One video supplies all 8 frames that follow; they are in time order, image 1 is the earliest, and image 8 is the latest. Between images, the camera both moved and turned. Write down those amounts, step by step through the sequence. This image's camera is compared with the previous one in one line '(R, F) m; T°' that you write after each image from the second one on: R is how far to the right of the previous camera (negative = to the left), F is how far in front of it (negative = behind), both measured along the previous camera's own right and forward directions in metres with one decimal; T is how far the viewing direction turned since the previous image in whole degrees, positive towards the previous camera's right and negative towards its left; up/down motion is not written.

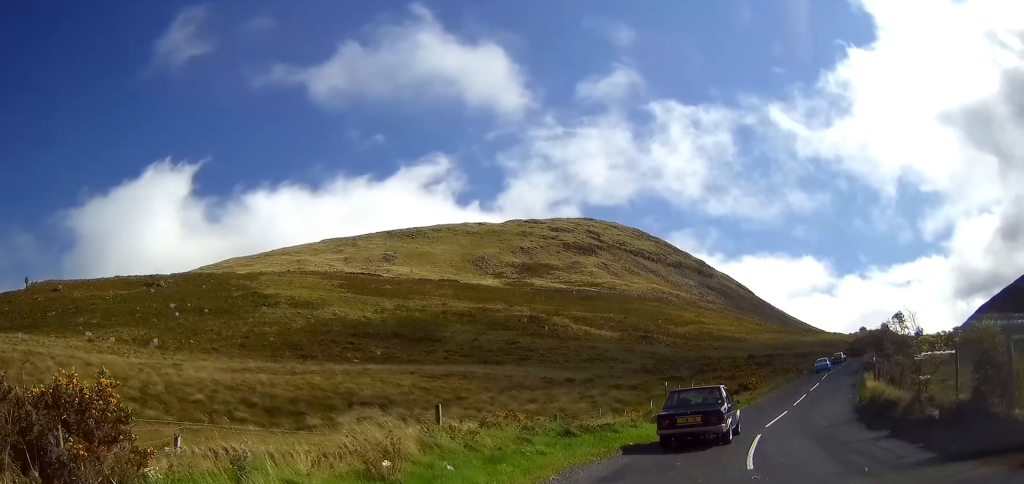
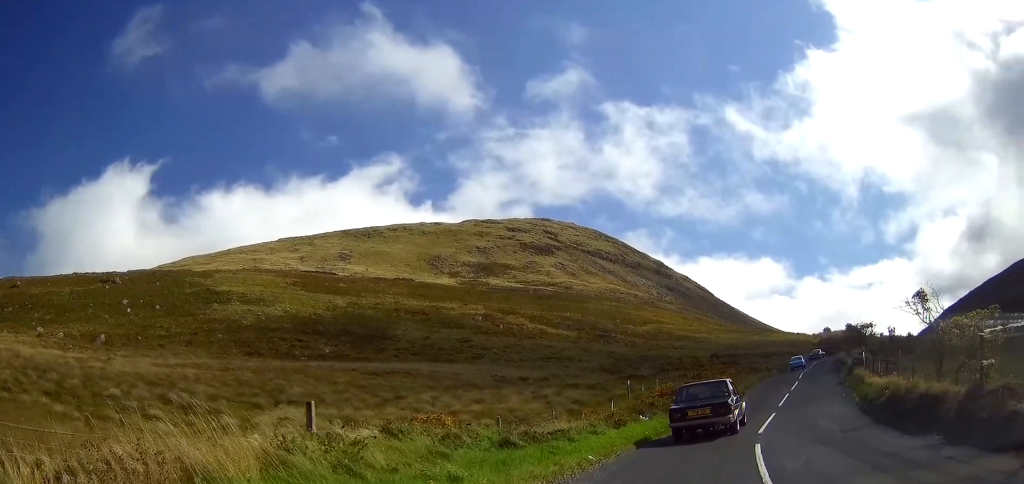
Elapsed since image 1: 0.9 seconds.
(+0.2, +4.1) m; +6°
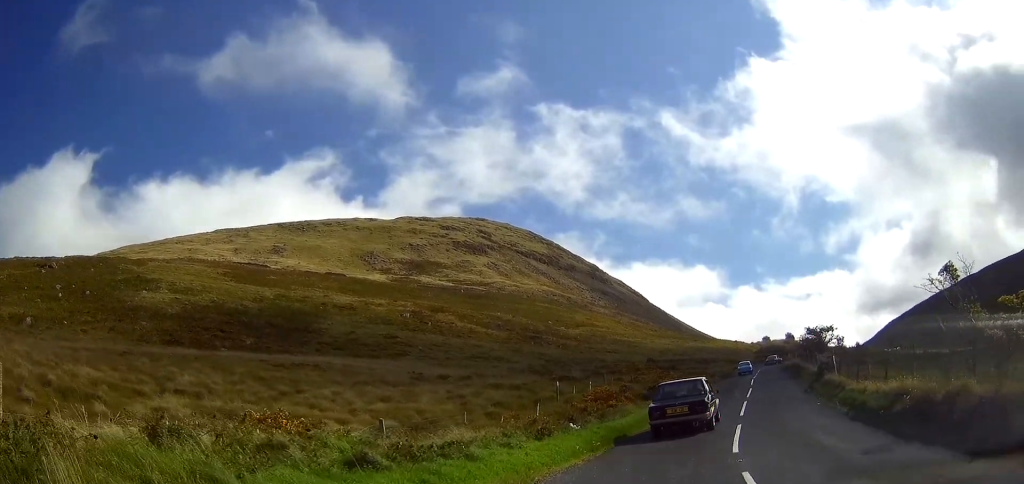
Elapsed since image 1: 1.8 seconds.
(+0.3, +4.4) m; +3°
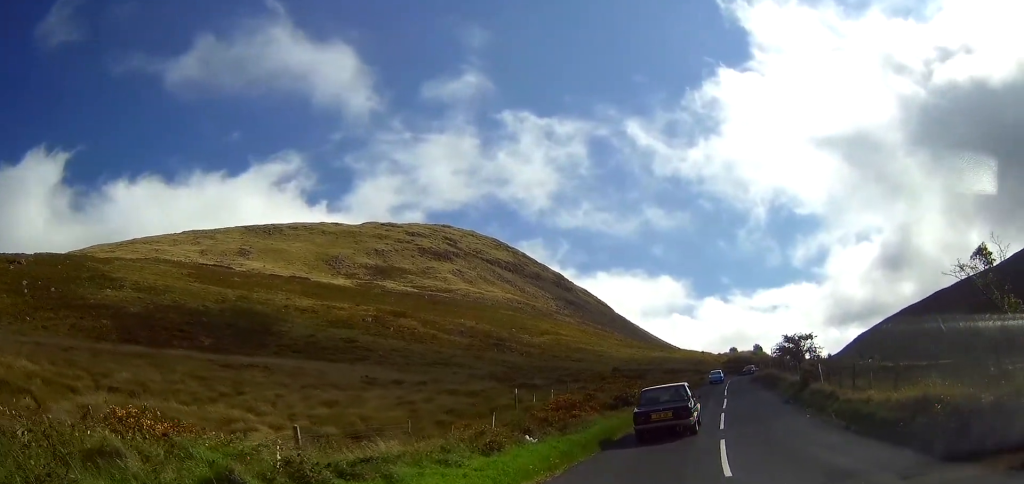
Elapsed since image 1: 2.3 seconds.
(0.0, +2.5) m; +1°
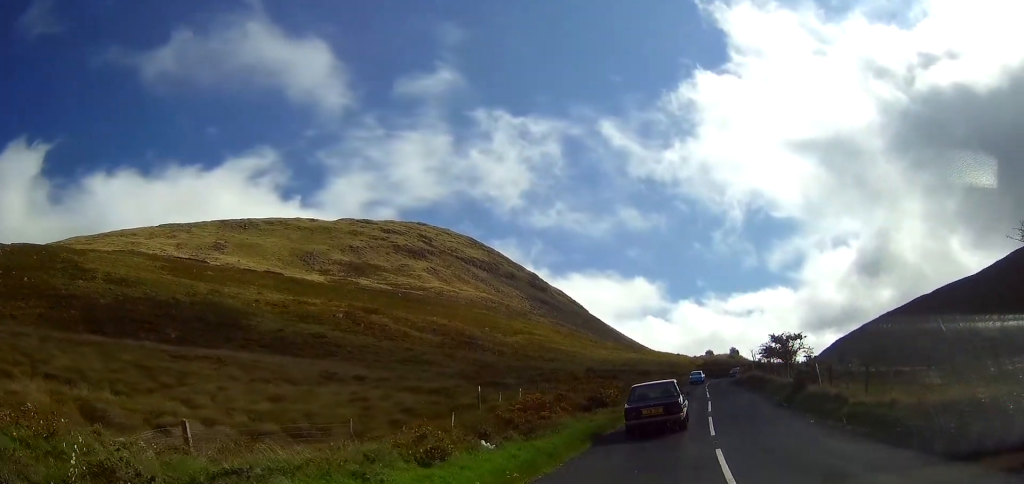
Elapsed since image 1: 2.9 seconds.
(-0.1, +2.7) m; +1°
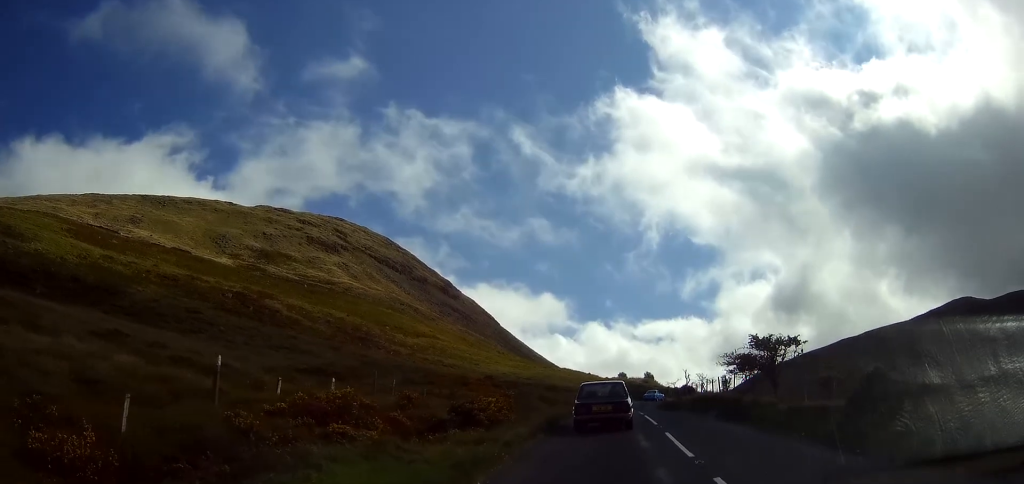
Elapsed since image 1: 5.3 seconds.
(+0.7, +13.7) m; +5°
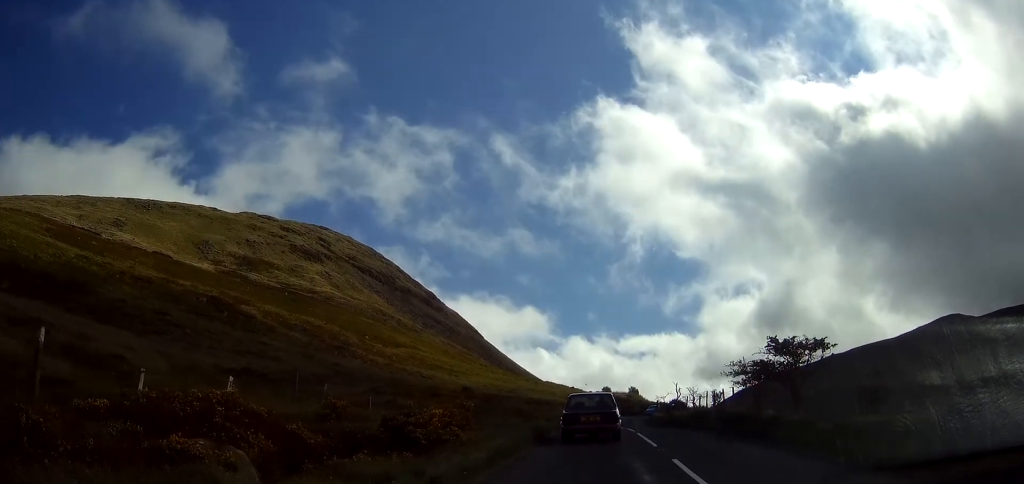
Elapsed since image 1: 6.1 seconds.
(+0.1, +4.6) m; +1°
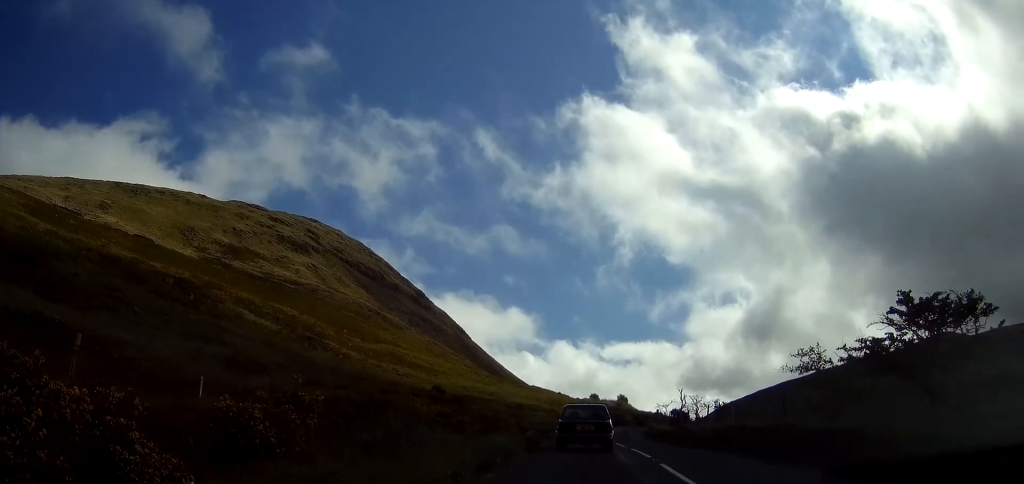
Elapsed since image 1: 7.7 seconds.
(-0.2, +9.5) m; +1°
